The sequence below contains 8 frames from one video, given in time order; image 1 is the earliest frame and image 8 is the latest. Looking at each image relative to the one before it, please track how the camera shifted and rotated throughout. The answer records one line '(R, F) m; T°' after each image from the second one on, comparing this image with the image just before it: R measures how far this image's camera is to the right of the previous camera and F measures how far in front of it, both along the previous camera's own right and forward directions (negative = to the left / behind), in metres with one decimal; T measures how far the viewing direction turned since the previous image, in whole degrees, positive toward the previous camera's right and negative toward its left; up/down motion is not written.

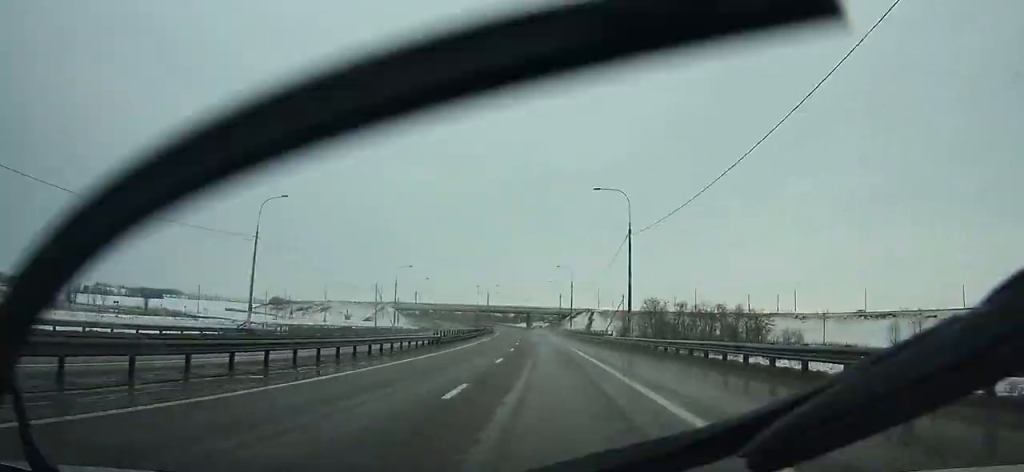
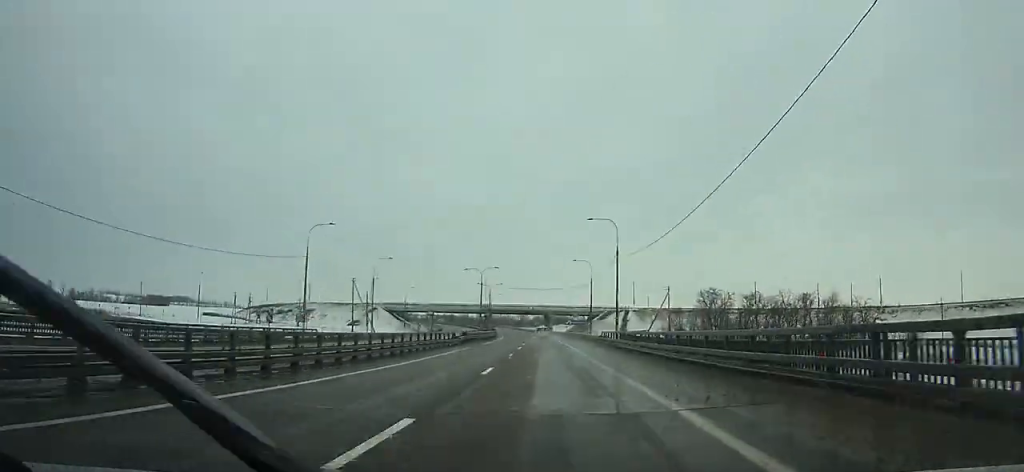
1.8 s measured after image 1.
(-0.6, +41.5) m; -2°
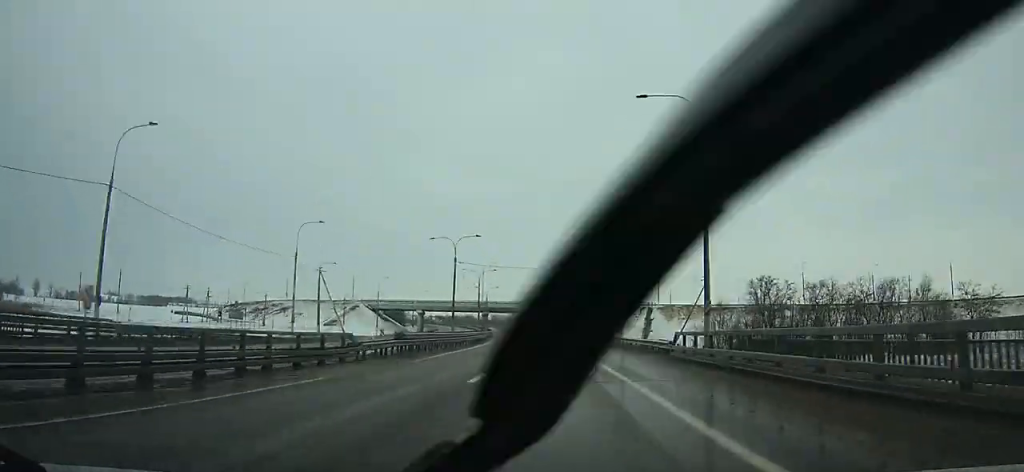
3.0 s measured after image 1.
(-0.4, +27.5) m; -1°
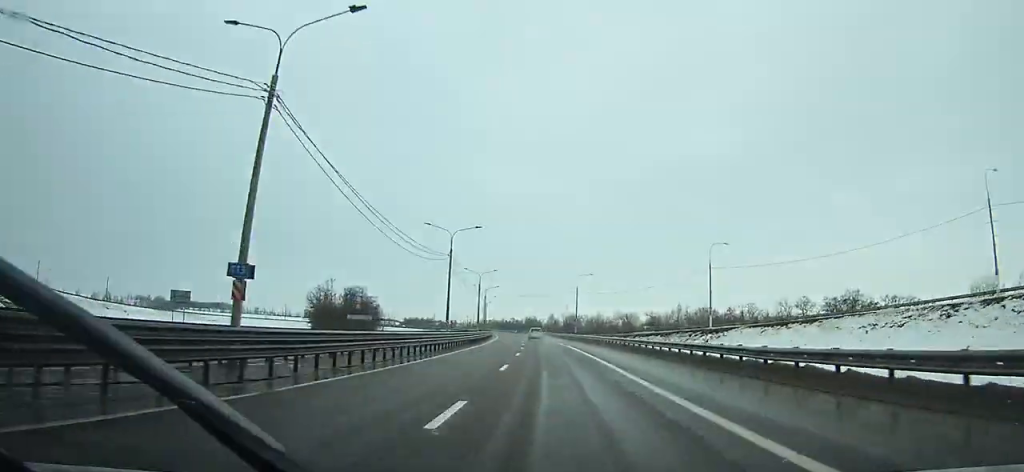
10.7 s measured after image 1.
(-9.9, +173.9) m; -7°
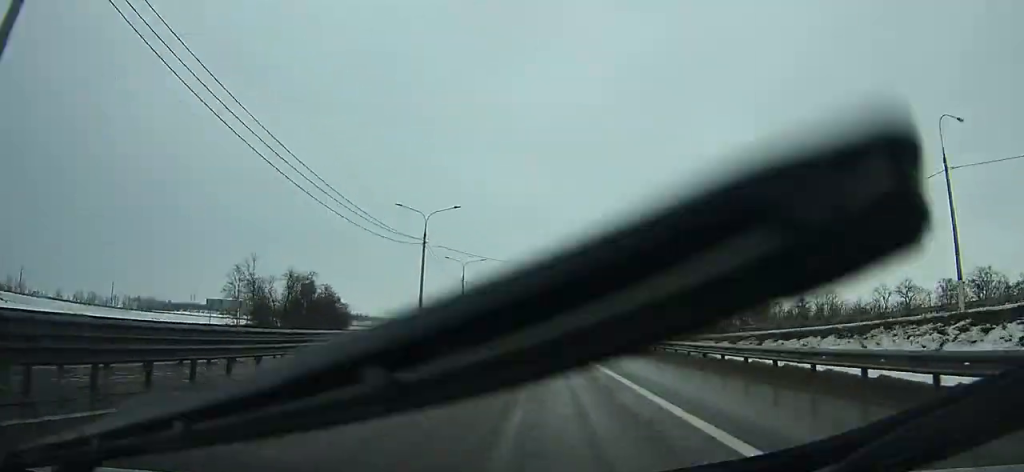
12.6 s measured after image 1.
(-0.8, +42.2) m; -2°
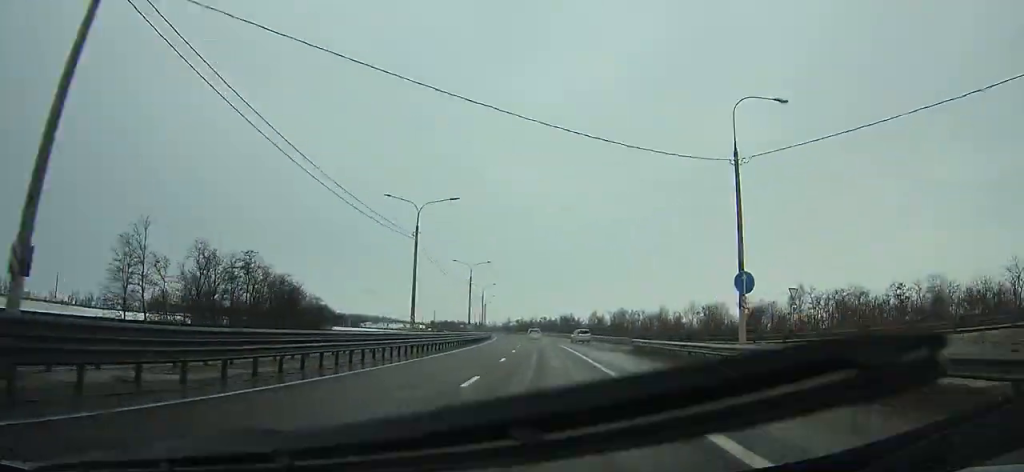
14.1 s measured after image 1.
(-0.6, +32.9) m; -2°
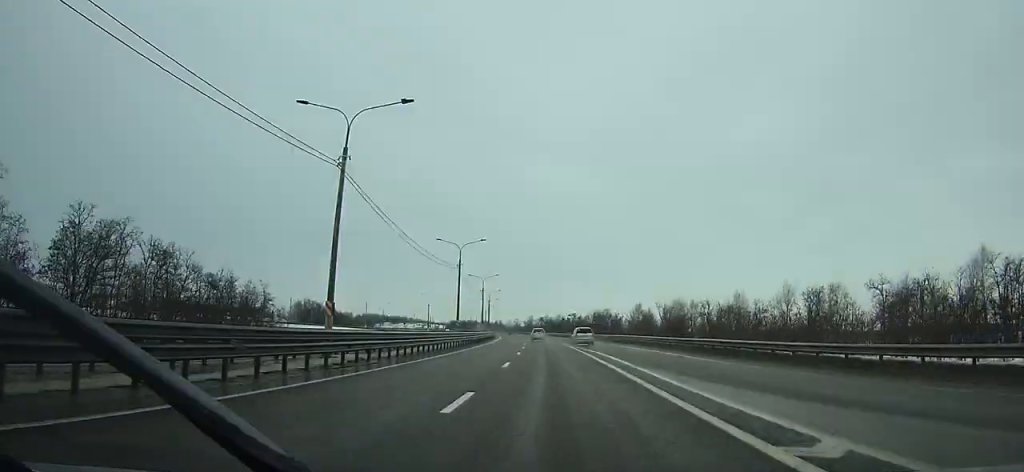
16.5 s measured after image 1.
(-1.0, +52.2) m; -2°
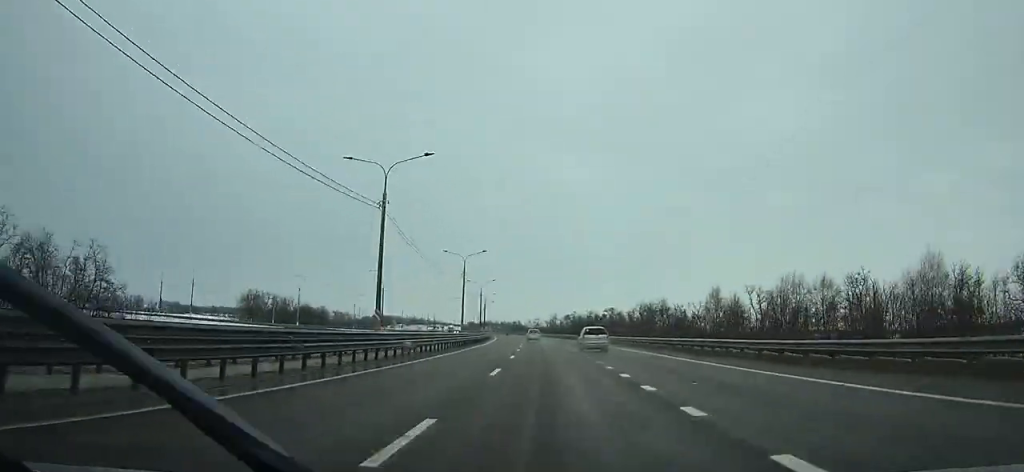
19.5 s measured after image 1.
(-1.6, +64.3) m; -3°
